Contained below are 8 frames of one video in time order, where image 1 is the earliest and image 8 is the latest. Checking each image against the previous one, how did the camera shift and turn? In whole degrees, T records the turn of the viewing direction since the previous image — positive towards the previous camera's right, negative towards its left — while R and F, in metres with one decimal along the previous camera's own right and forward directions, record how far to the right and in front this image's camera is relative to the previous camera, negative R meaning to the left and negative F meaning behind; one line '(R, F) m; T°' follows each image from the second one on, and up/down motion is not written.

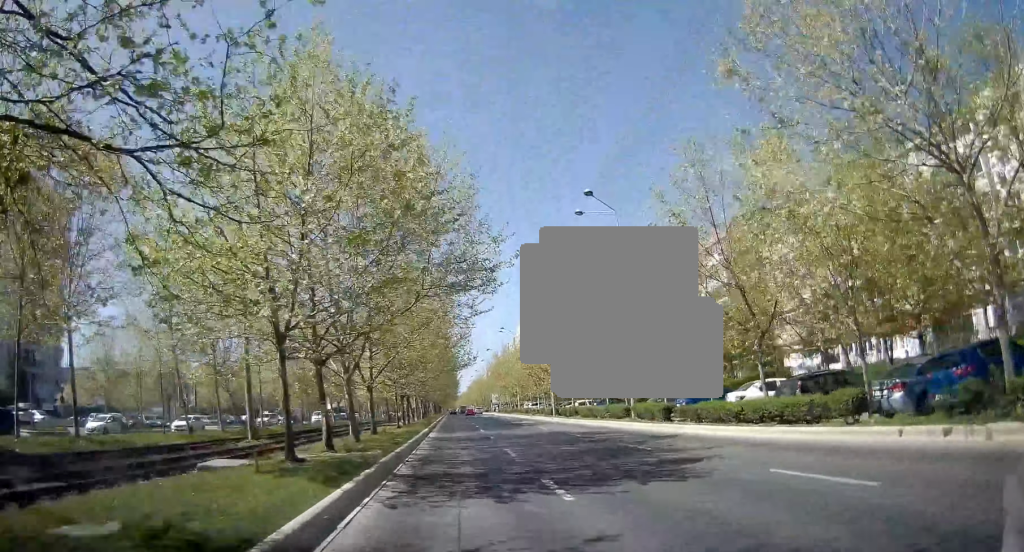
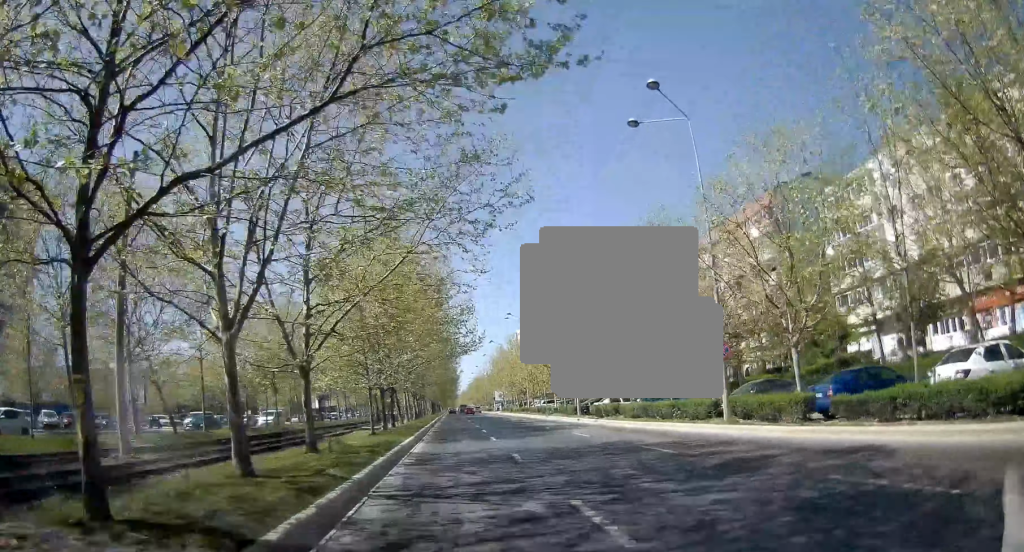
(+0.2, +11.7) m; +1°
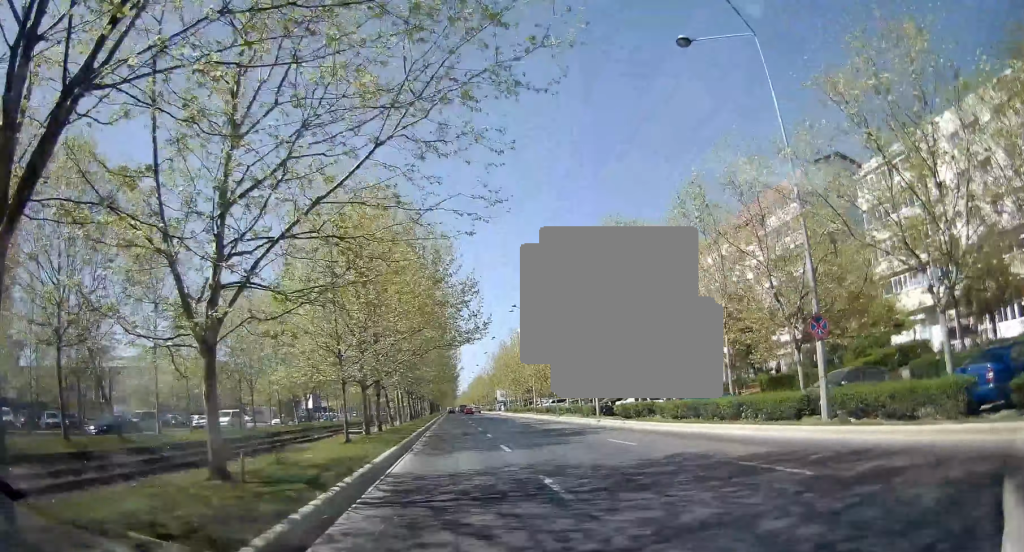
(0.0, +6.3) m; 0°
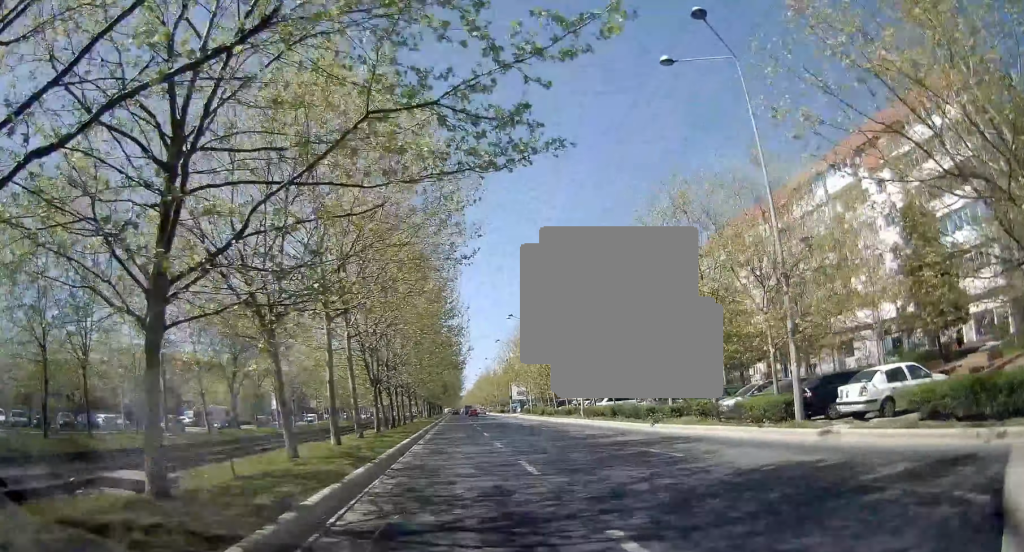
(0.0, +23.4) m; 0°
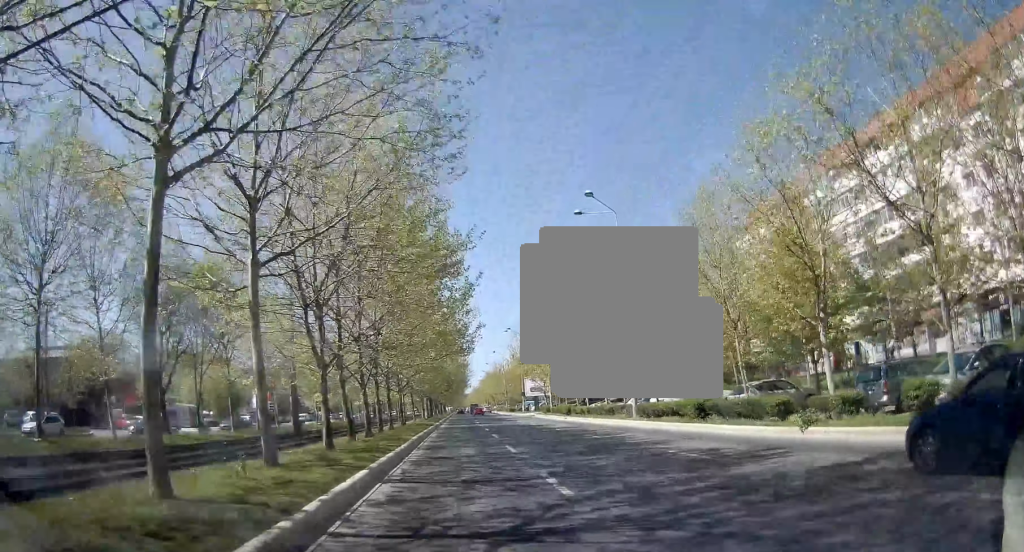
(0.0, +12.3) m; 0°
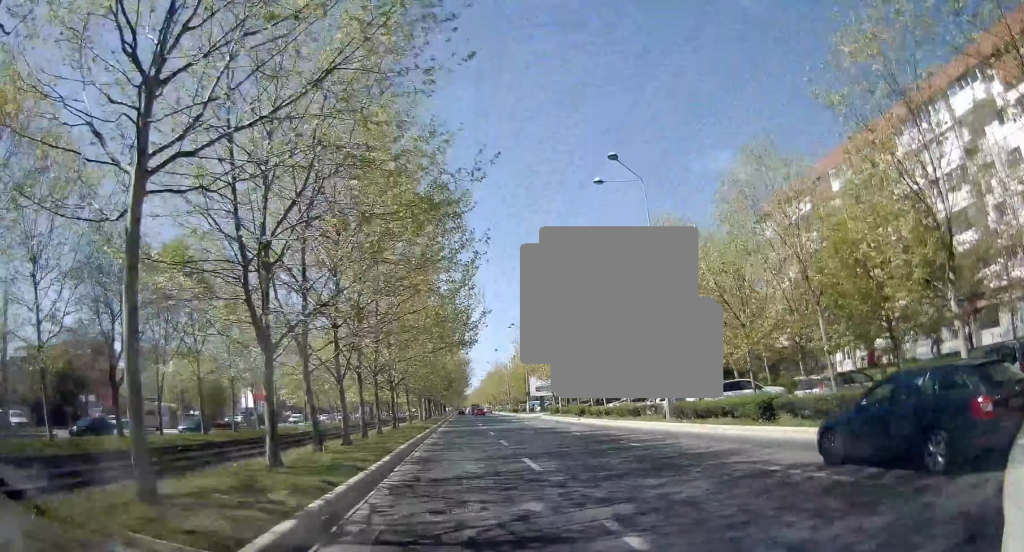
(0.0, +5.3) m; -1°
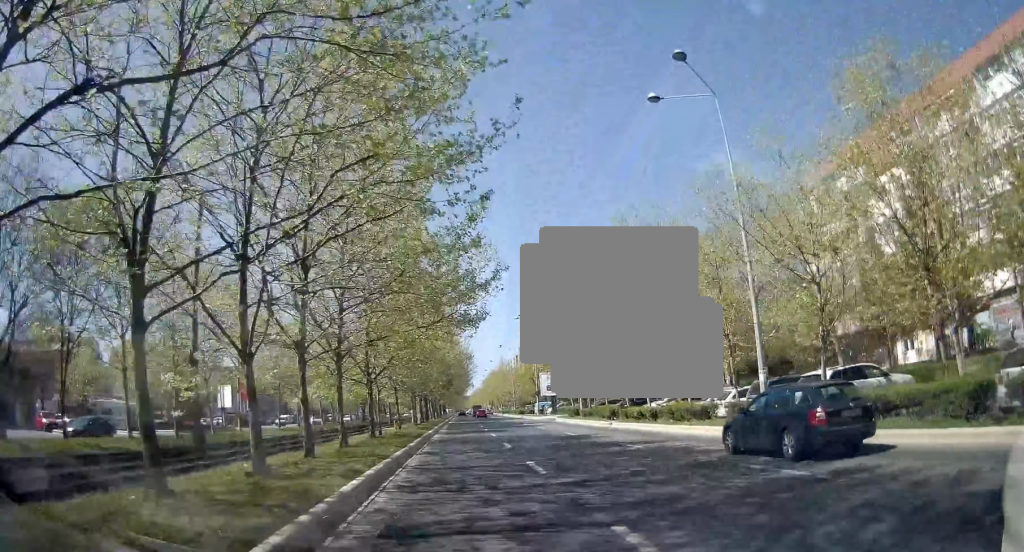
(0.0, +9.2) m; -1°
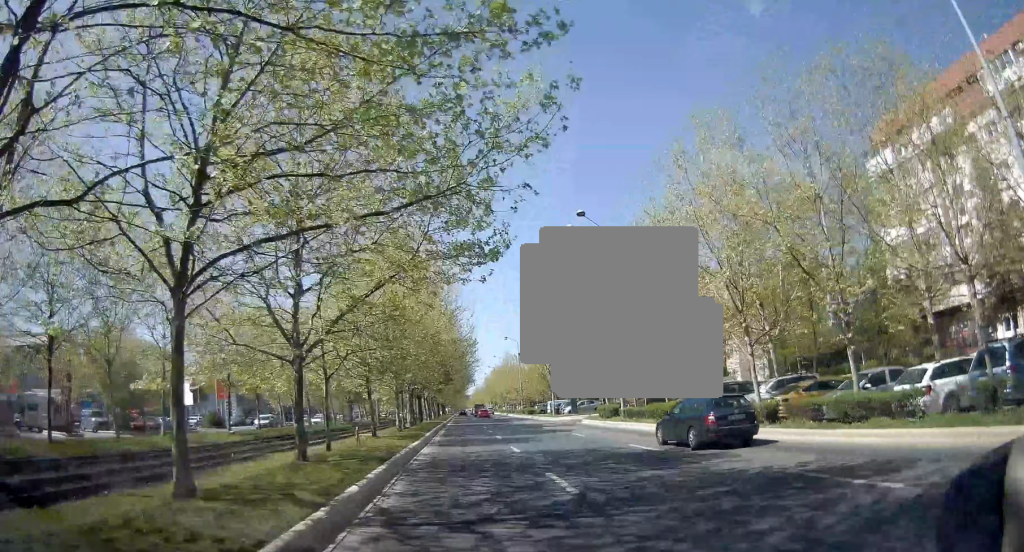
(-0.4, +11.7) m; -1°
